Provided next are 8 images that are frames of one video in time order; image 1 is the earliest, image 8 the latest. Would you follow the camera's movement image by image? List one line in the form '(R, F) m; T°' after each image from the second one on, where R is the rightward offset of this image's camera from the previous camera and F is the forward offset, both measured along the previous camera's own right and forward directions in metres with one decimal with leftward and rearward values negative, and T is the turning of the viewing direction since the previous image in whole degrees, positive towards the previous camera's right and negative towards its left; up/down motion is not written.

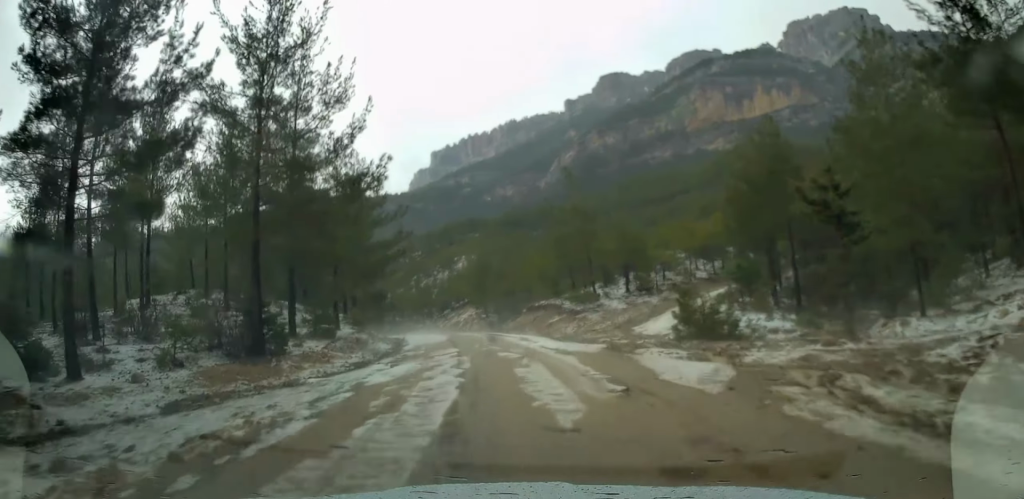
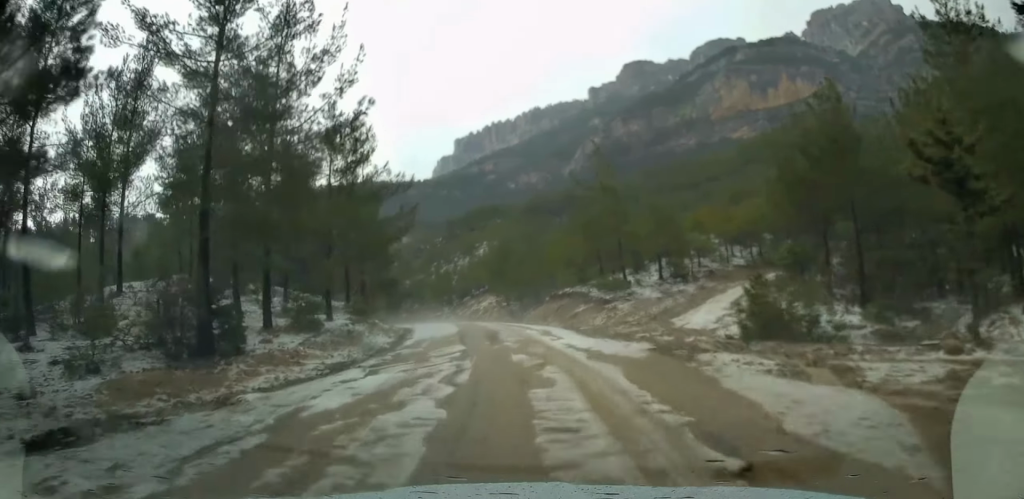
(-0.3, +4.7) m; -3°
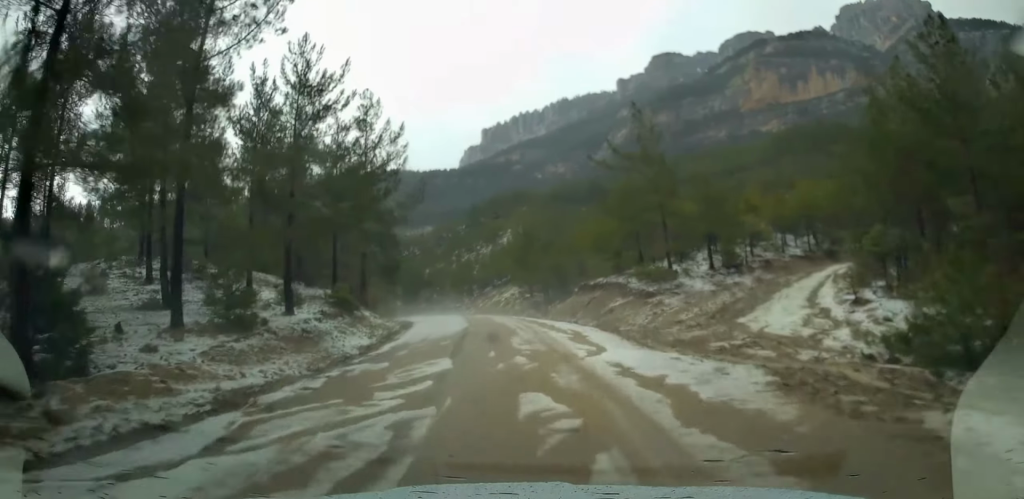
(-0.3, +7.3) m; -5°
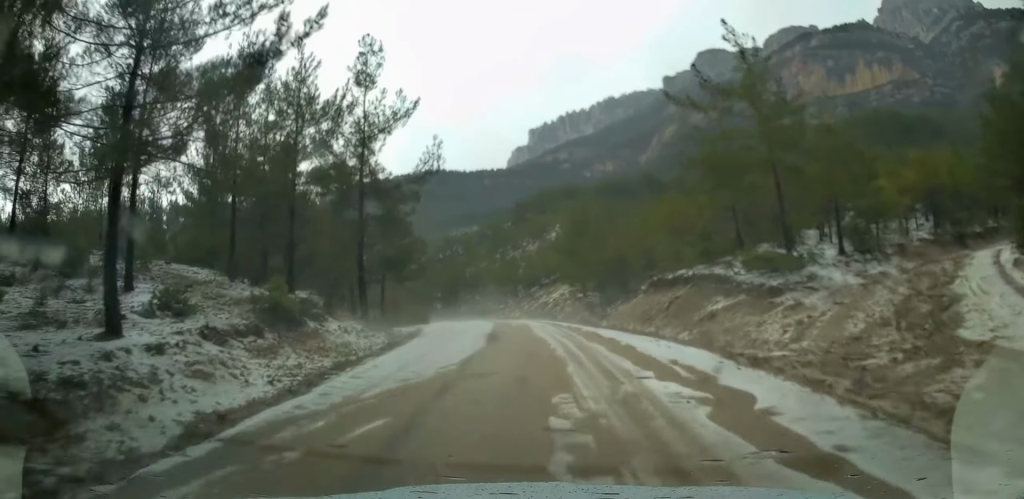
(-0.5, +11.8) m; -3°
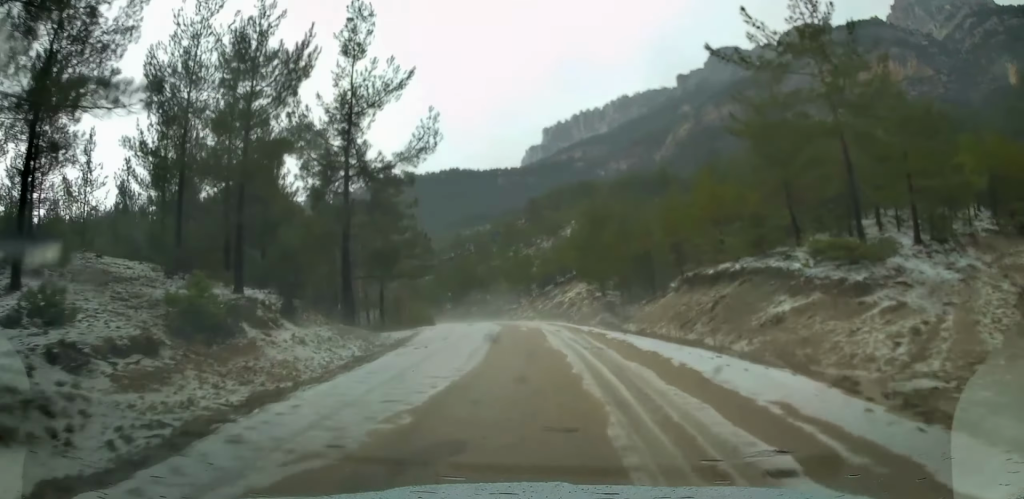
(0.0, +5.1) m; -1°
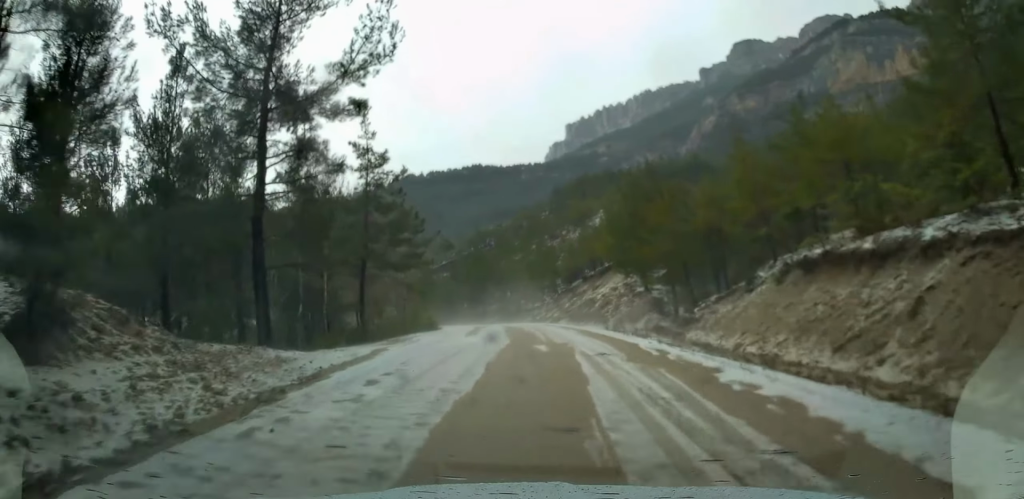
(-0.3, +11.6) m; -3°
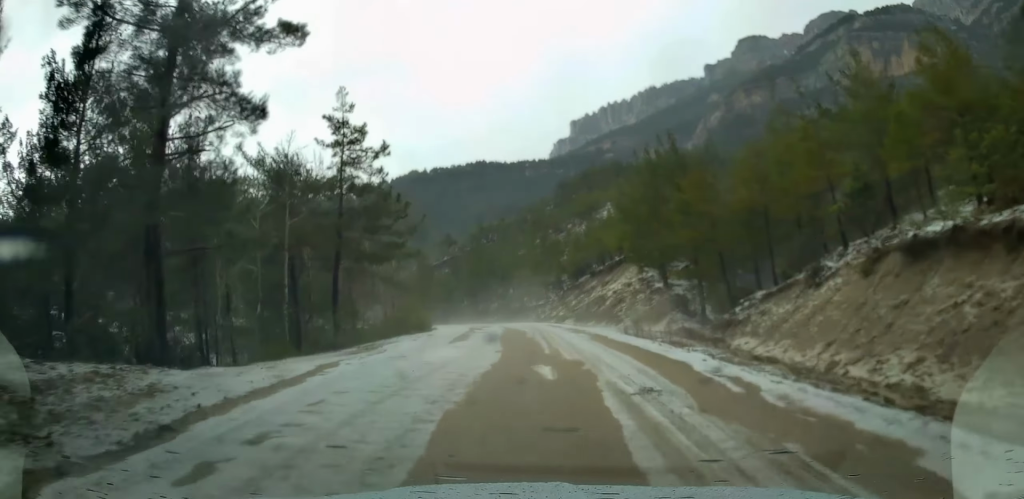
(-0.1, +5.7) m; -1°
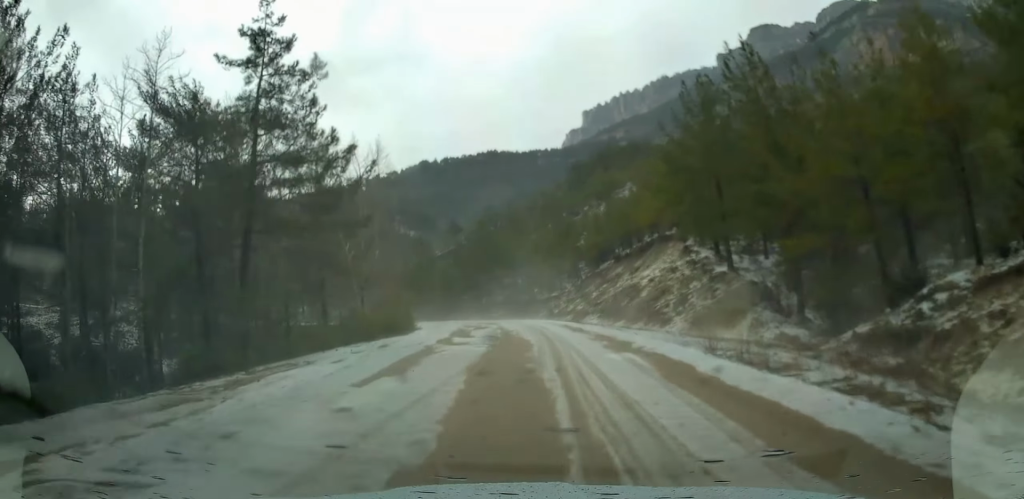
(-0.1, +11.5) m; 0°
